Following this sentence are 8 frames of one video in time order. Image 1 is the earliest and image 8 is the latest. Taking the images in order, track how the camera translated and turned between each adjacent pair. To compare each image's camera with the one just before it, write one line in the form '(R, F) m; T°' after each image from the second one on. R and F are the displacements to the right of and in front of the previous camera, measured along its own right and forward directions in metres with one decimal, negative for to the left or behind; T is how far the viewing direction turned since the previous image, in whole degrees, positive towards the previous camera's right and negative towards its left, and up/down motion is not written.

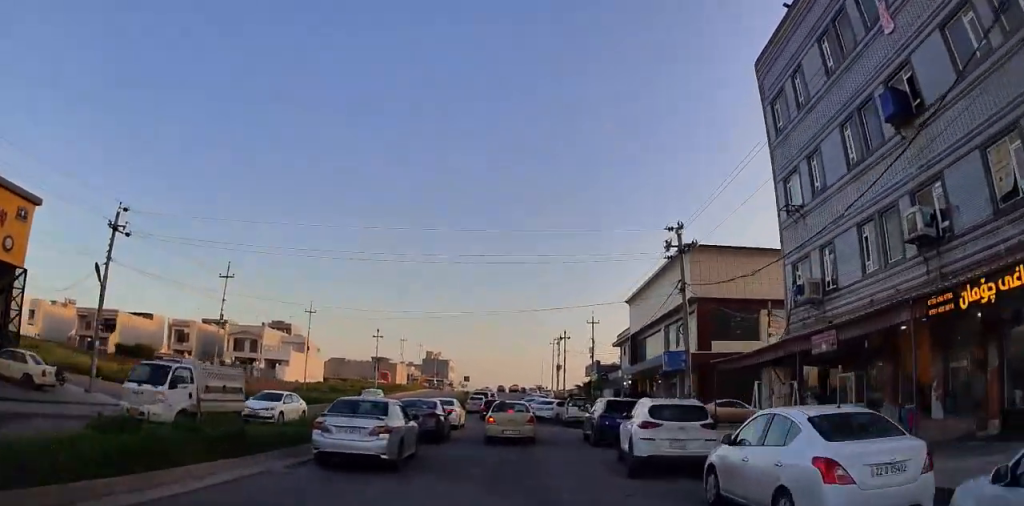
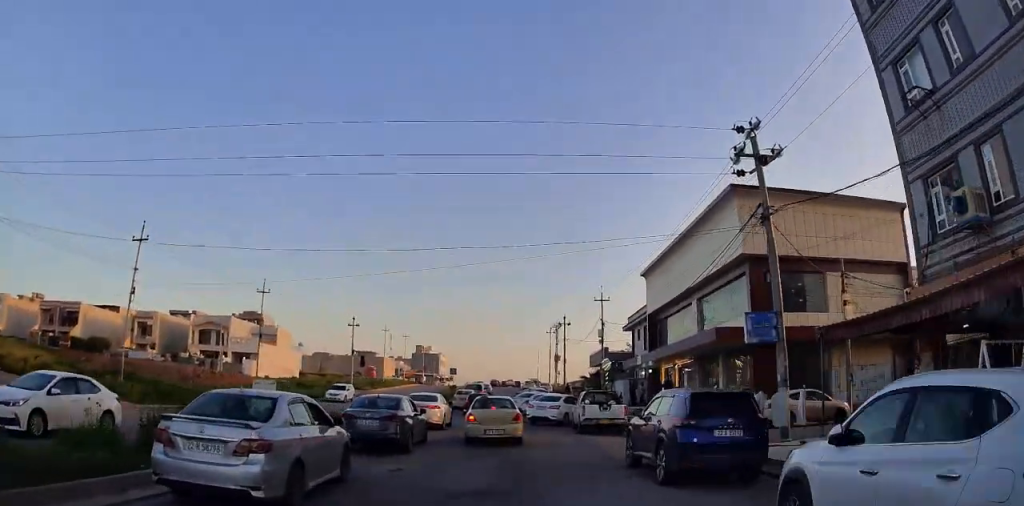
(0.0, +9.0) m; 0°
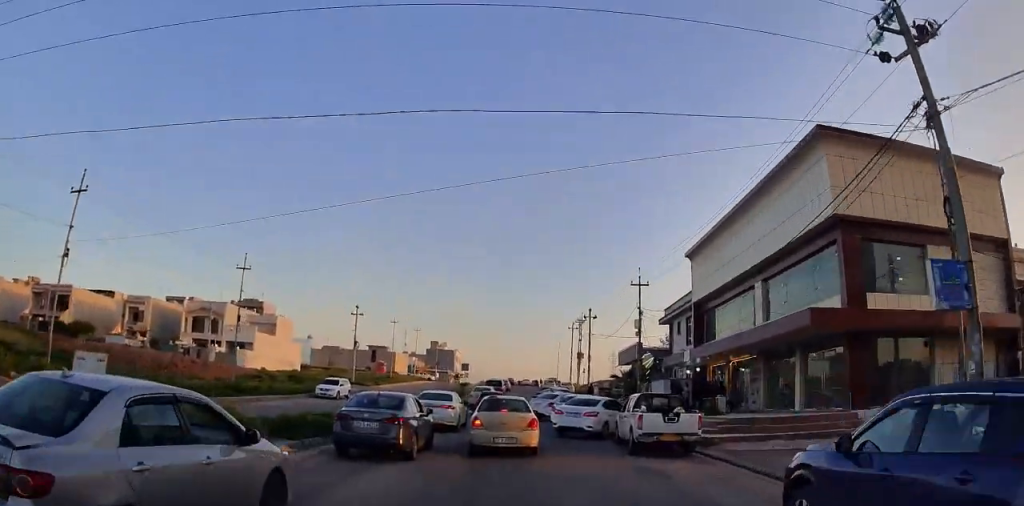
(-0.1, +6.1) m; 0°
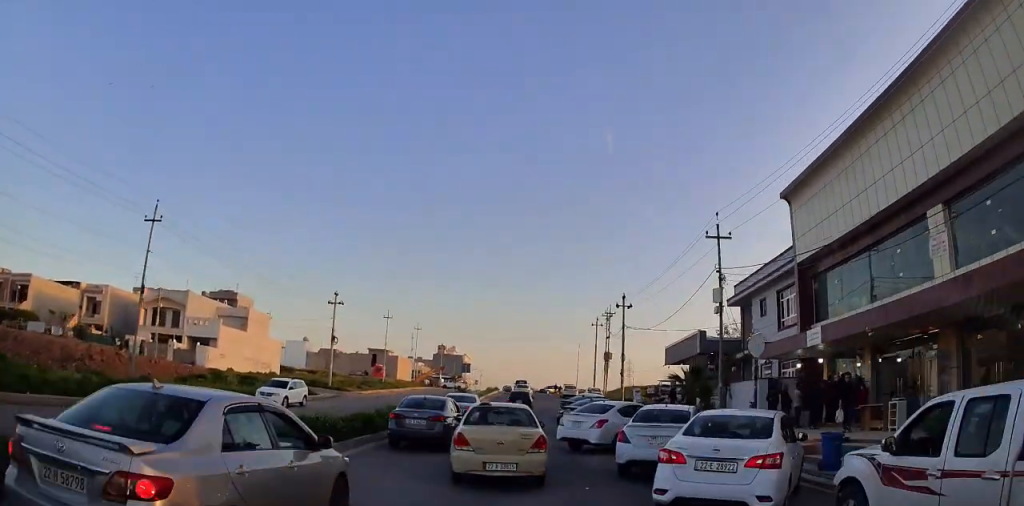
(-0.2, +15.2) m; -2°
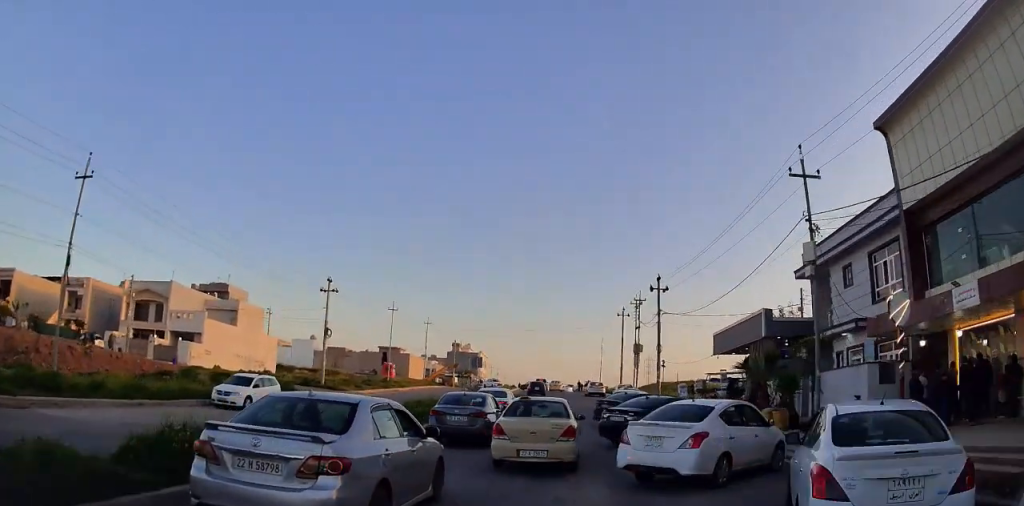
(-0.2, +8.1) m; -1°
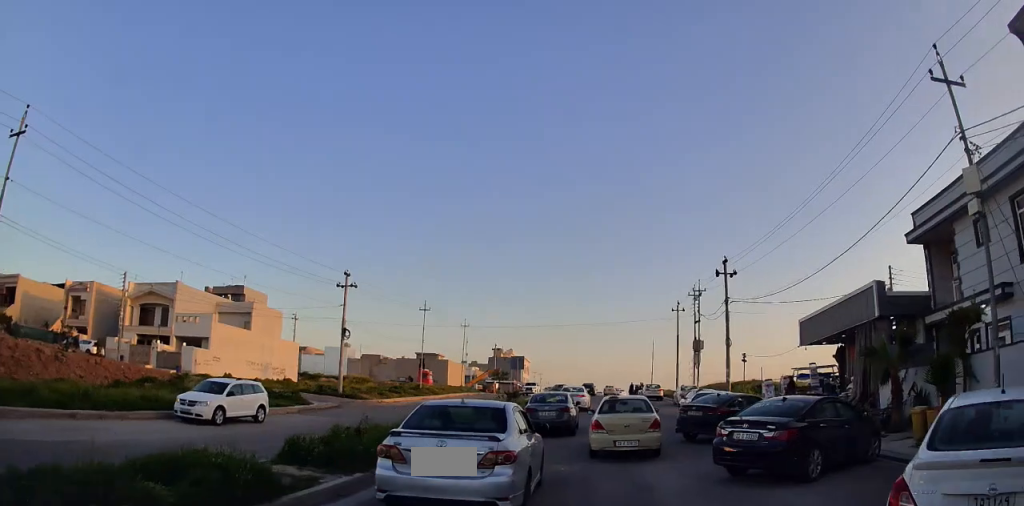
(0.0, +7.1) m; +1°
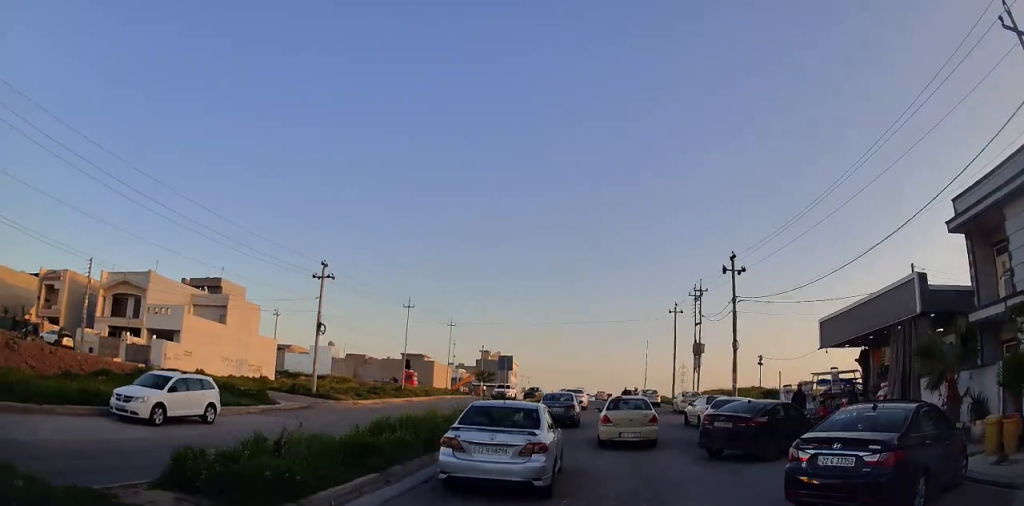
(-0.1, +3.6) m; +1°
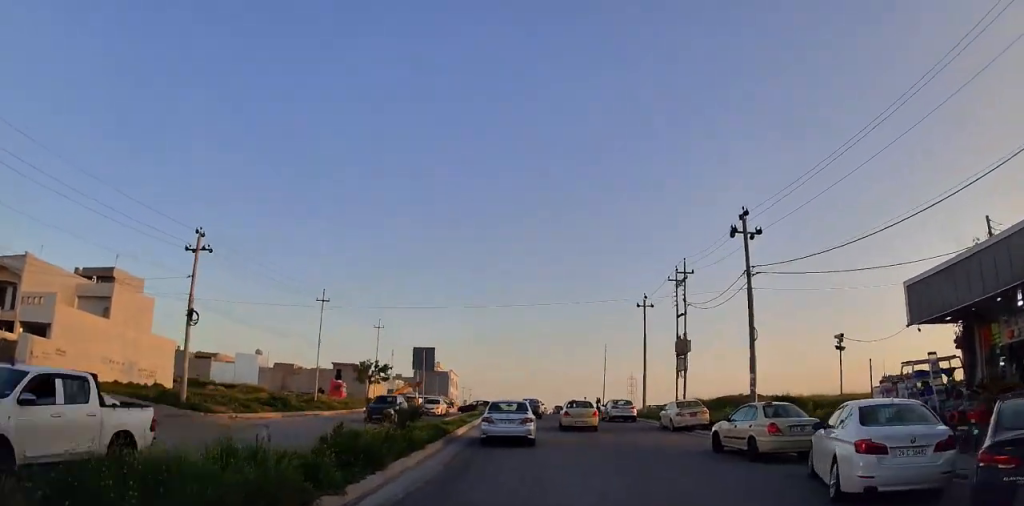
(+0.5, +13.9) m; +3°
